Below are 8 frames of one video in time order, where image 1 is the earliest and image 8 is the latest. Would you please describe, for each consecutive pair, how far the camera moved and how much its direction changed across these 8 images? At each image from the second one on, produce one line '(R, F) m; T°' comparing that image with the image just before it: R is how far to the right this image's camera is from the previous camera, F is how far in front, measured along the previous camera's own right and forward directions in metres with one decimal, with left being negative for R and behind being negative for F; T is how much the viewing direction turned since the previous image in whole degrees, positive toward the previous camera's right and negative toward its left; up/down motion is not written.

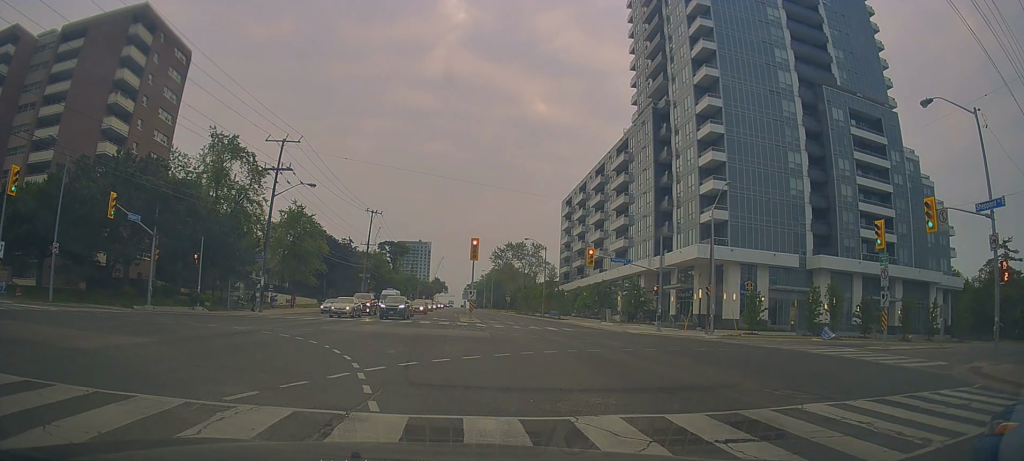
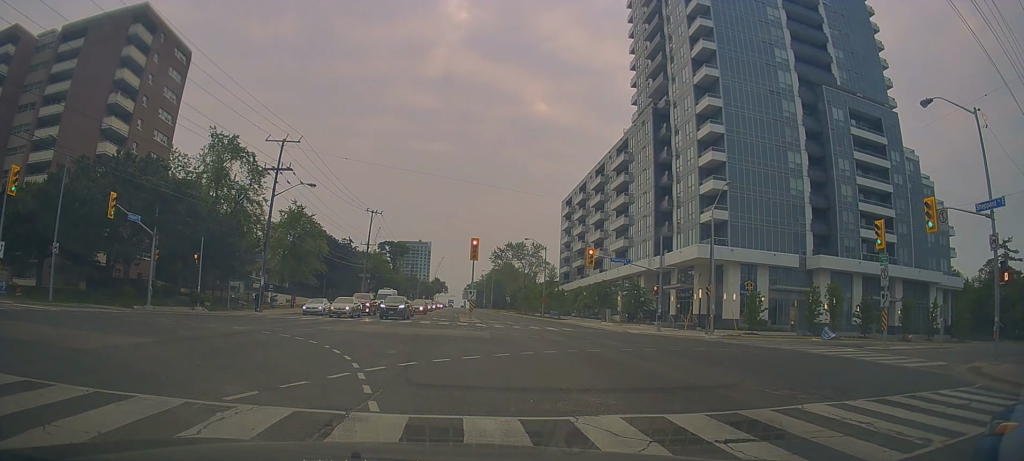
(0.0, 0.0) m; 0°
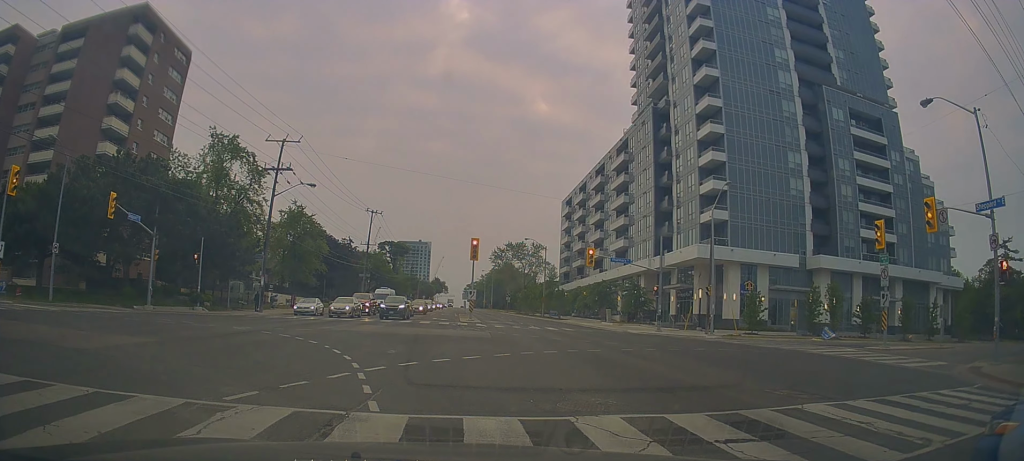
(0.0, 0.0) m; 0°
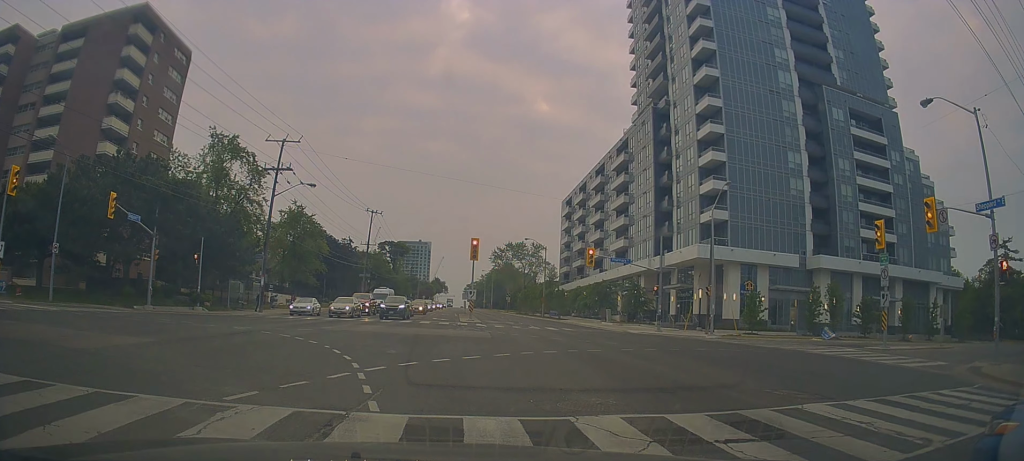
(0.0, 0.0) m; 0°
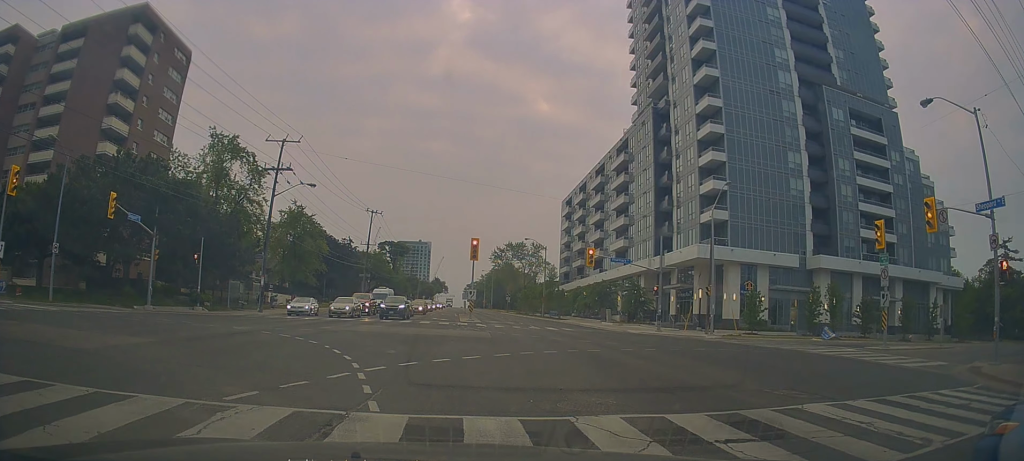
(0.0, 0.0) m; 0°
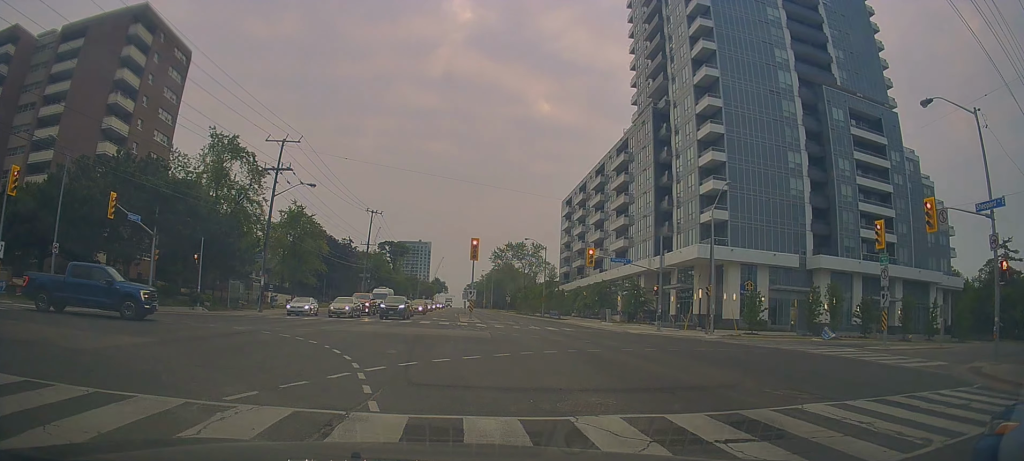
(0.0, 0.0) m; 0°
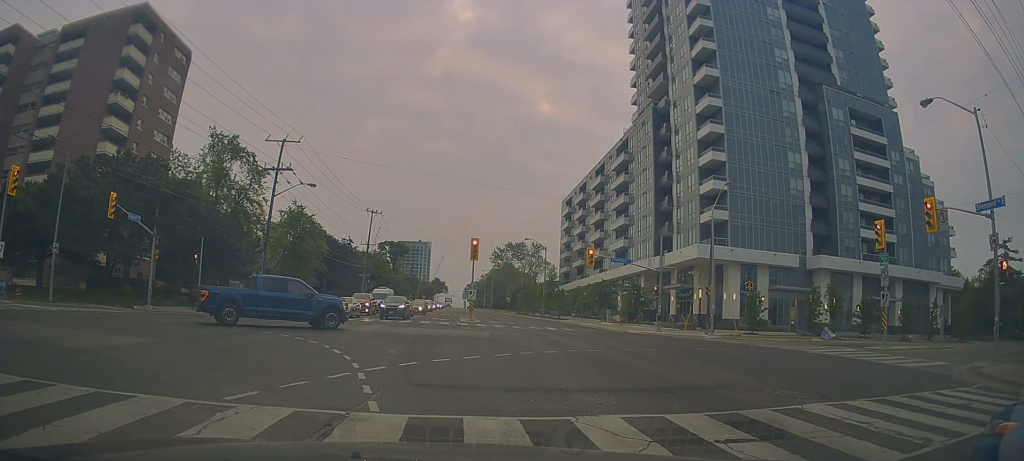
(0.0, 0.0) m; 0°
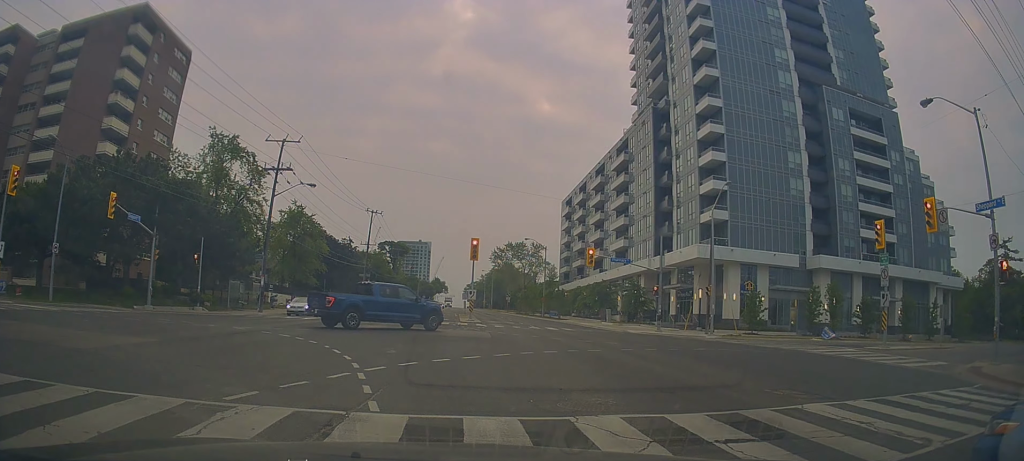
(0.0, 0.0) m; 0°
